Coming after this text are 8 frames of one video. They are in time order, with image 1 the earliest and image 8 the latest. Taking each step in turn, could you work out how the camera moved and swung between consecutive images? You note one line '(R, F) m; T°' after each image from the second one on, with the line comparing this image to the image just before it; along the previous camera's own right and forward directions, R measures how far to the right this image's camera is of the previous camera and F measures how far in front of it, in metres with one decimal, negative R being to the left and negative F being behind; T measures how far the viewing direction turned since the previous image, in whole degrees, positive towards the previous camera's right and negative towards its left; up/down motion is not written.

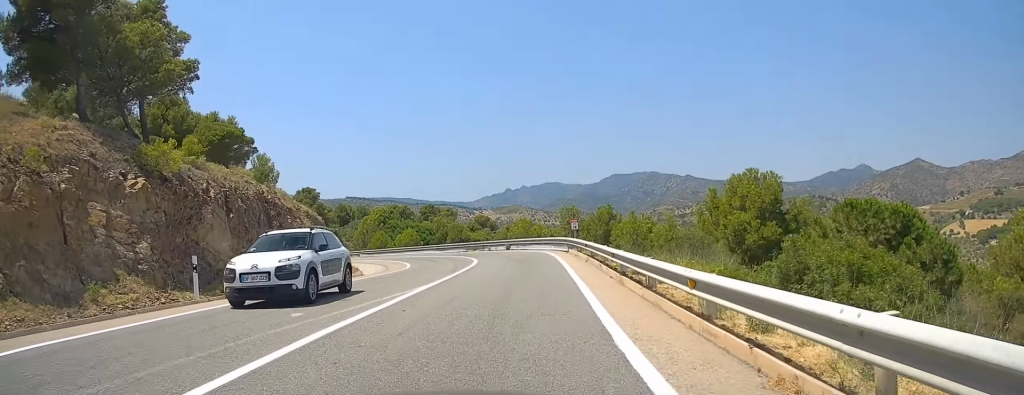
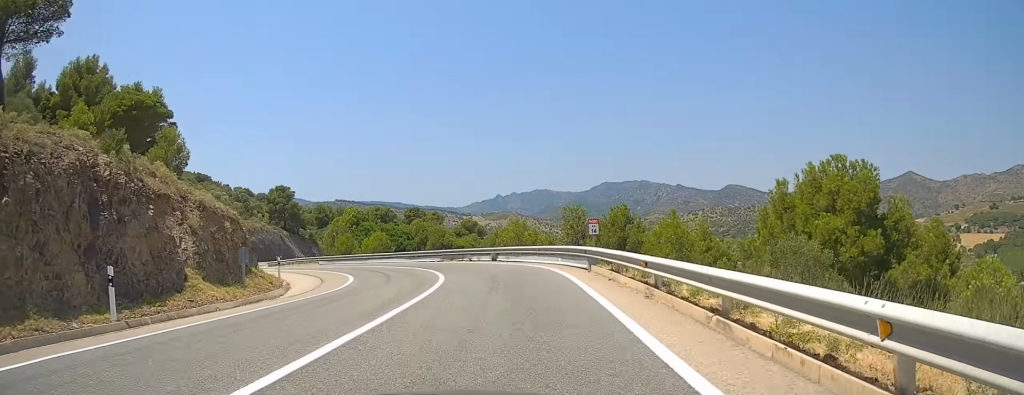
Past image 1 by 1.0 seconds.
(+0.1, +11.9) m; 0°
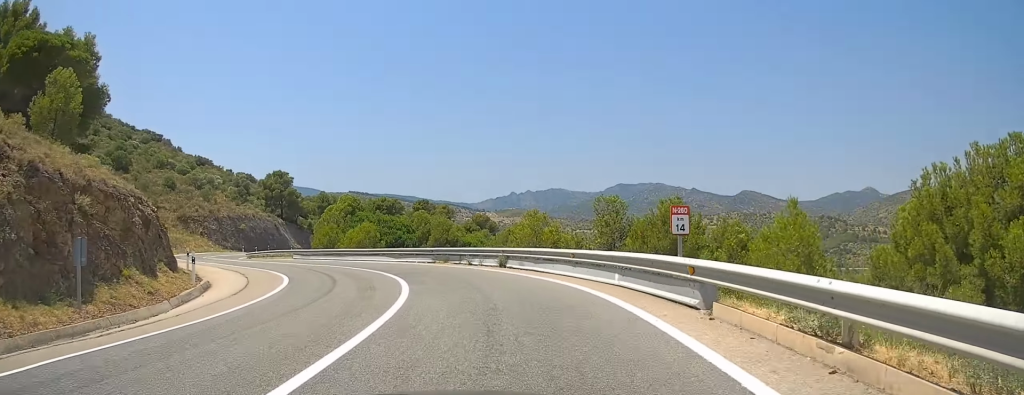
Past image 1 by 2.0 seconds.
(0.0, +10.6) m; -2°
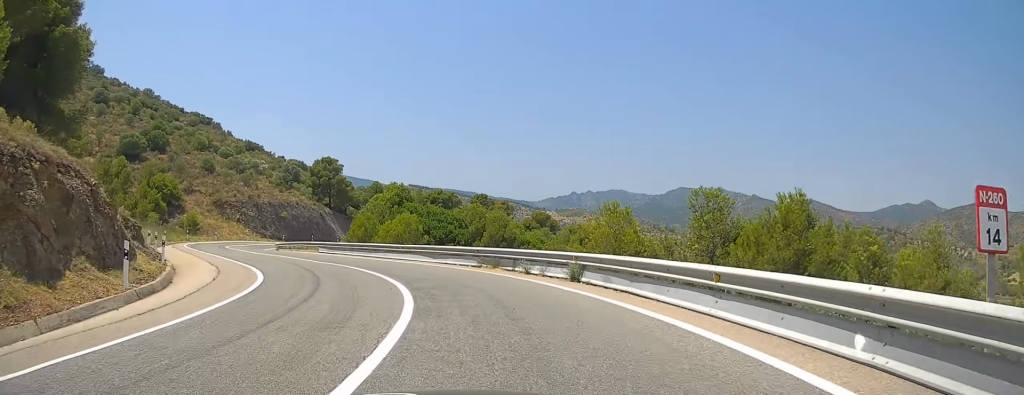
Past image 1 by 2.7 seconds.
(-0.3, +7.8) m; -5°
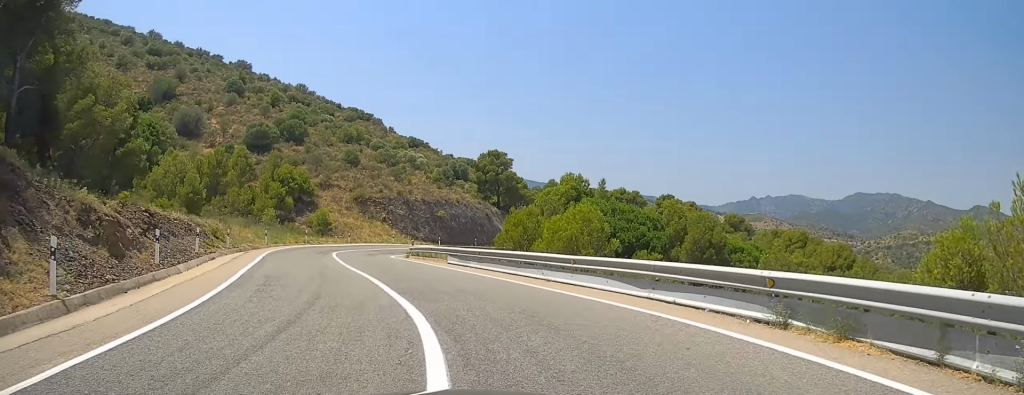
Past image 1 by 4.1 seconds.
(-1.4, +15.3) m; -13°
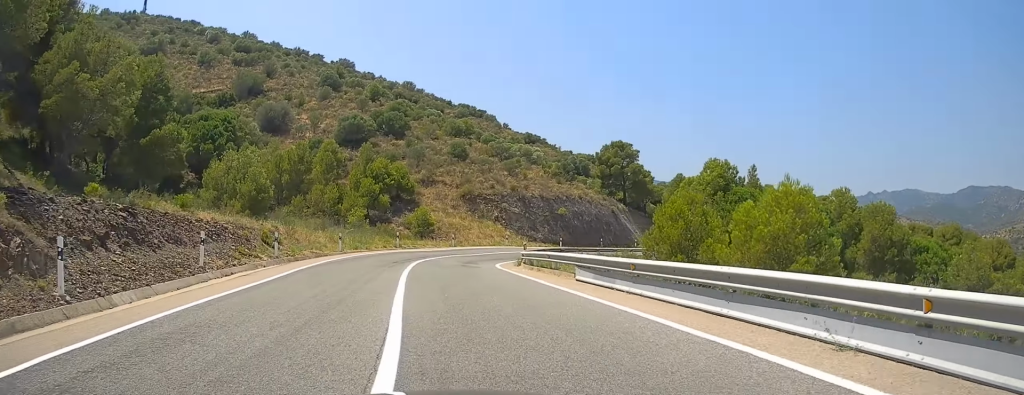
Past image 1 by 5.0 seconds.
(-0.9, +10.6) m; -9°
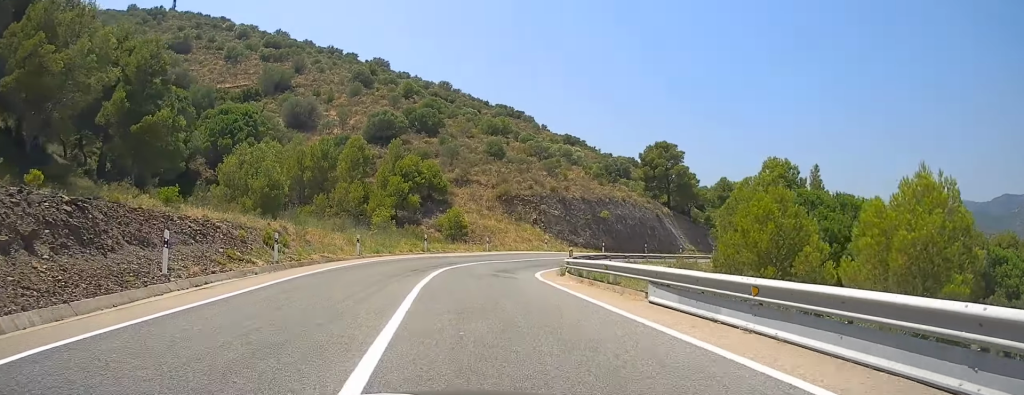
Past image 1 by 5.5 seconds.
(-0.4, +4.8) m; -2°
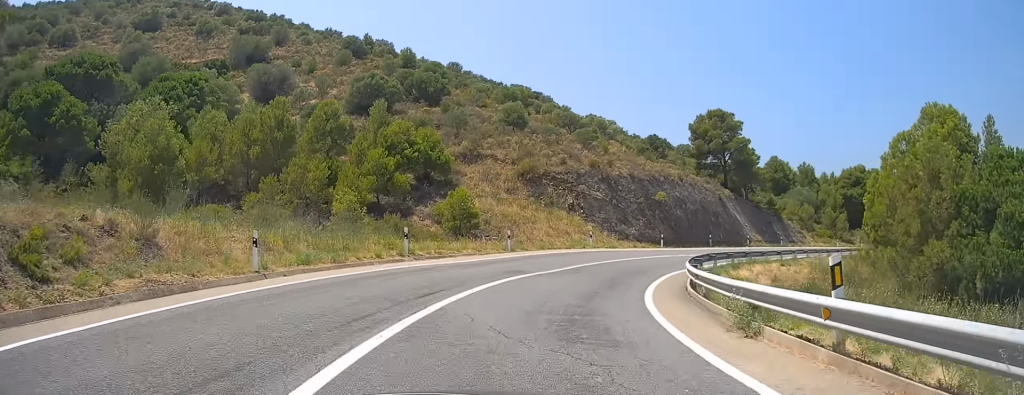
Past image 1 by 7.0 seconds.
(-0.8, +17.7) m; -2°
